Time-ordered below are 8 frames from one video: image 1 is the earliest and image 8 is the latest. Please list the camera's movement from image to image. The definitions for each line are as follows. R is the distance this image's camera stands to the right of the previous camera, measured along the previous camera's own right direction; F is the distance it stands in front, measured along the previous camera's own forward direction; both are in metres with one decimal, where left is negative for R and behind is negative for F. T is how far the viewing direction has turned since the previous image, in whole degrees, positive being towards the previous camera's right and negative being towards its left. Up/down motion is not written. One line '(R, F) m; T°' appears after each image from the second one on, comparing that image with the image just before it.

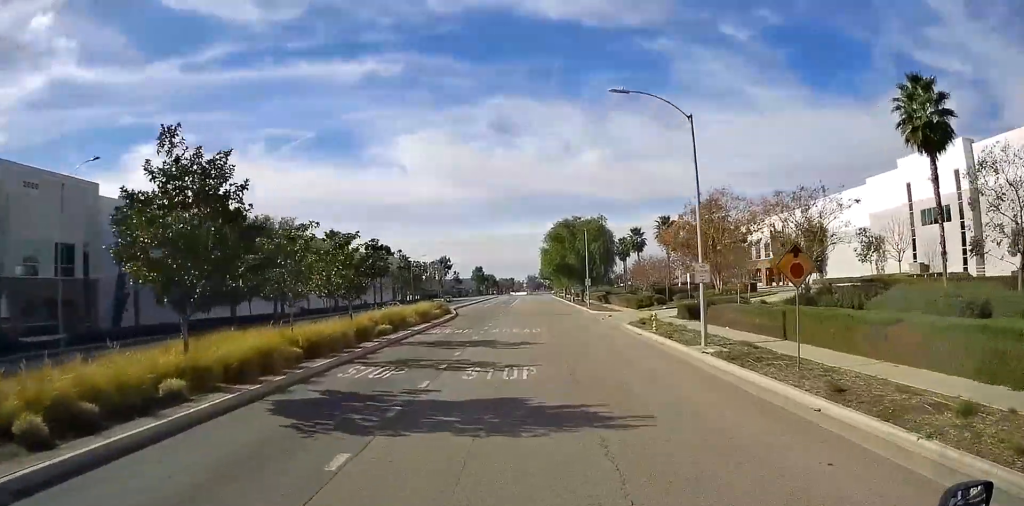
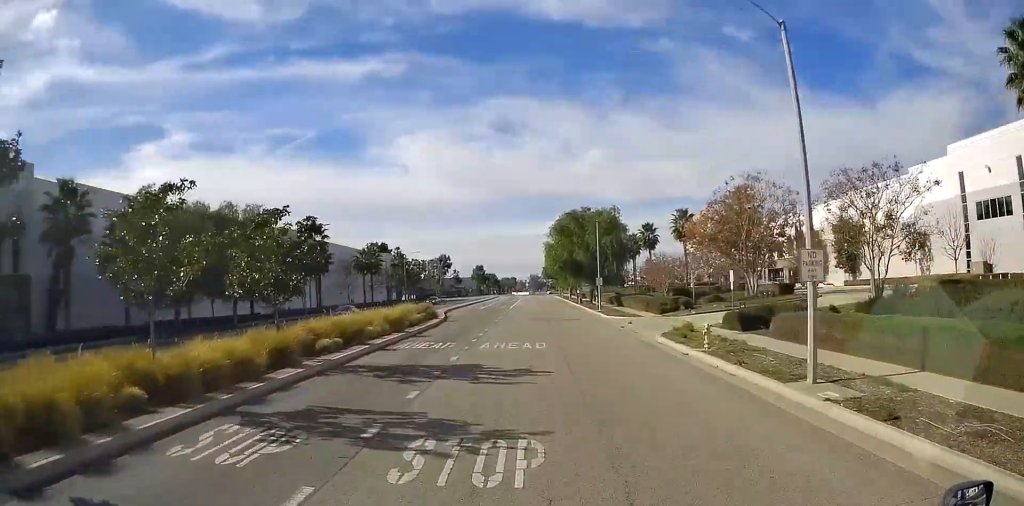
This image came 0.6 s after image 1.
(0.0, +9.1) m; 0°
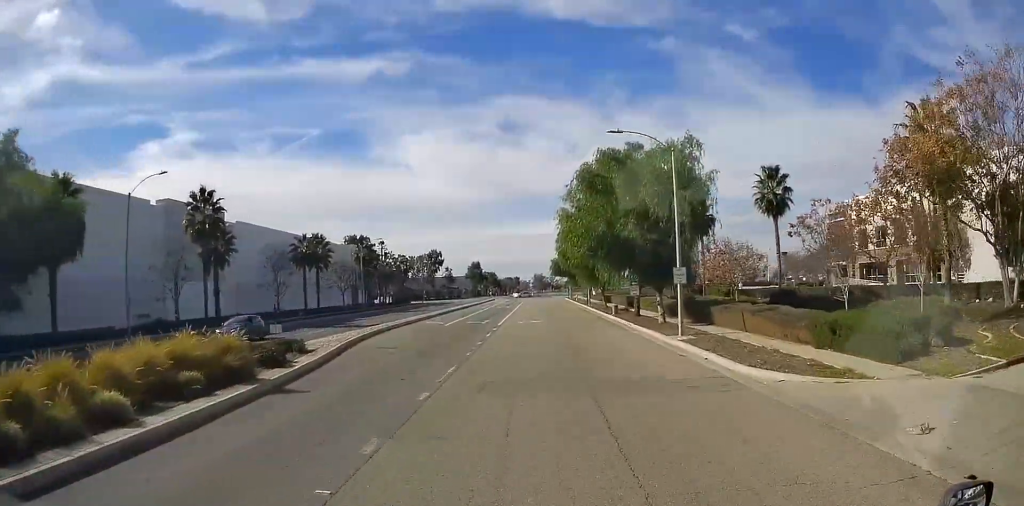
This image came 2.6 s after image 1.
(0.0, +31.9) m; 0°
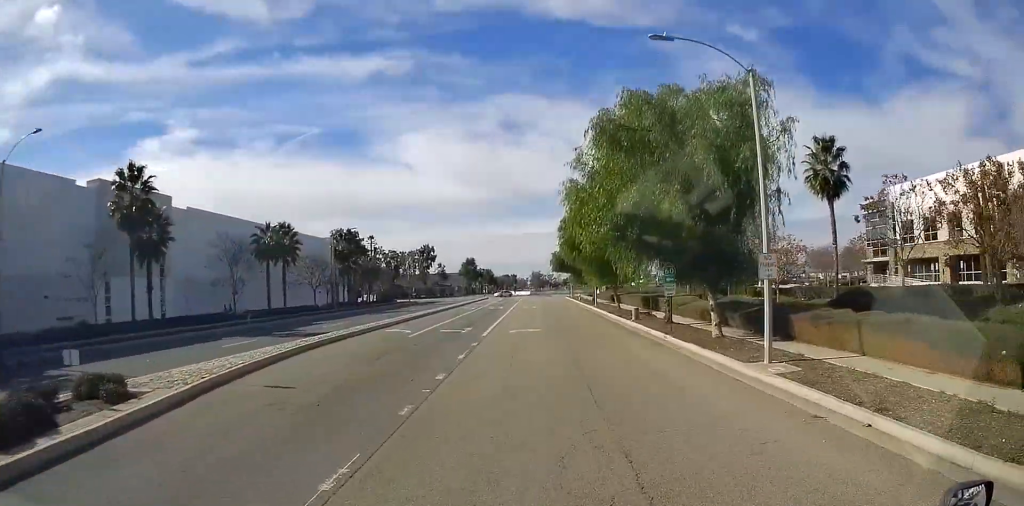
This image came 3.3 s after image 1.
(0.0, +11.4) m; 0°
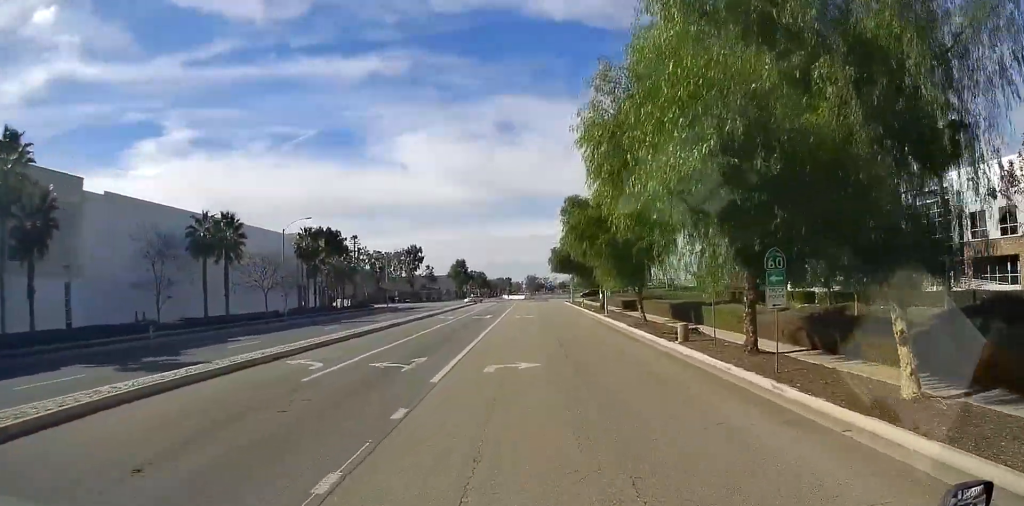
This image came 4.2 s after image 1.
(0.0, +14.2) m; +1°
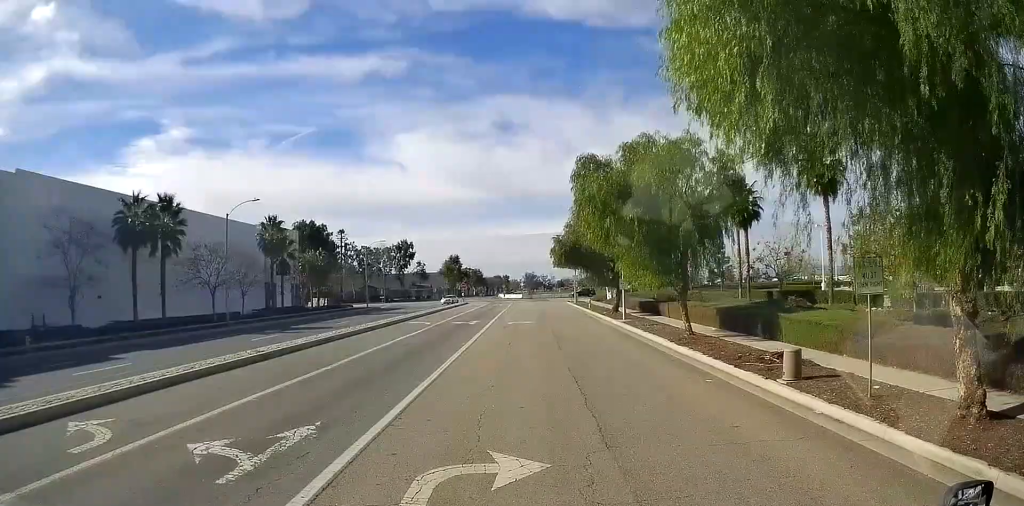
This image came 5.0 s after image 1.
(+0.2, +11.9) m; +1°
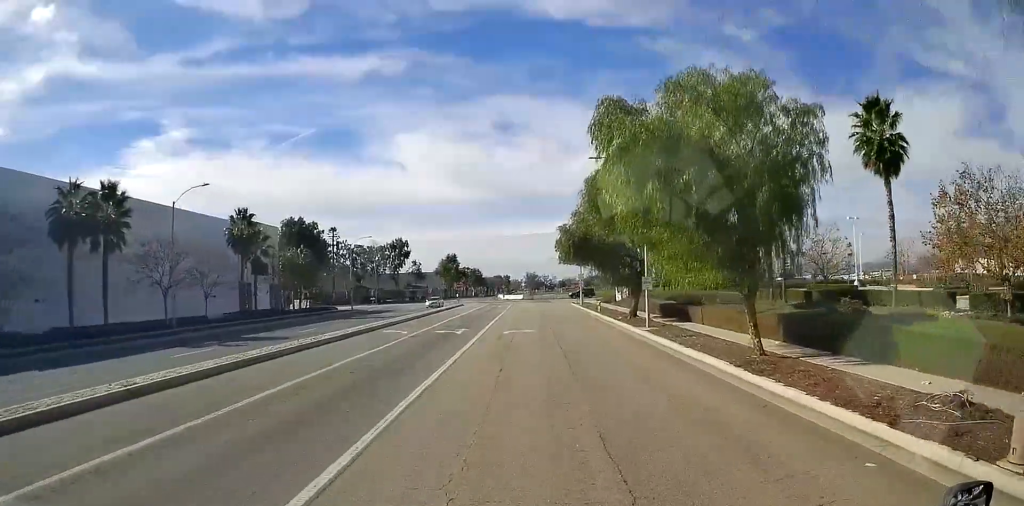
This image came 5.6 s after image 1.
(+0.3, +8.7) m; 0°
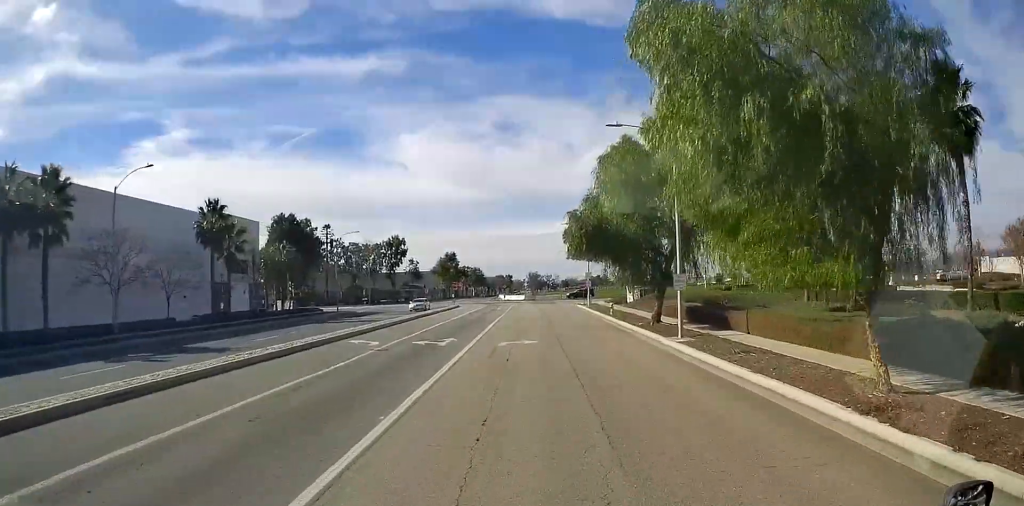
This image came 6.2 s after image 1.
(-0.3, +7.5) m; -1°
